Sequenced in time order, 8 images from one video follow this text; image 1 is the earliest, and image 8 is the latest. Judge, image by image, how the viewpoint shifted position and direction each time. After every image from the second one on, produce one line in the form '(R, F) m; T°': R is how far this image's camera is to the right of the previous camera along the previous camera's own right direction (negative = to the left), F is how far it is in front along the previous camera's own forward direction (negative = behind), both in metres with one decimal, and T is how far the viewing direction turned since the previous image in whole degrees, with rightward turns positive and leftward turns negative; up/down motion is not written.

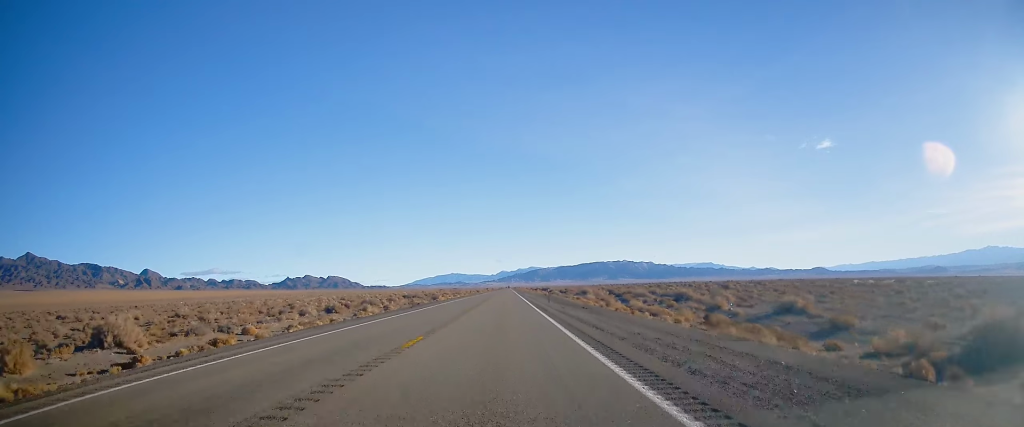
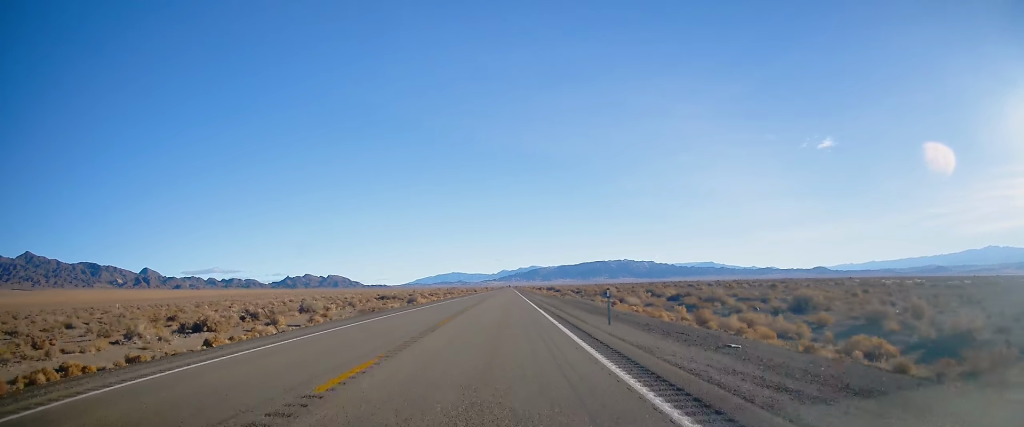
(0.0, +28.9) m; 0°
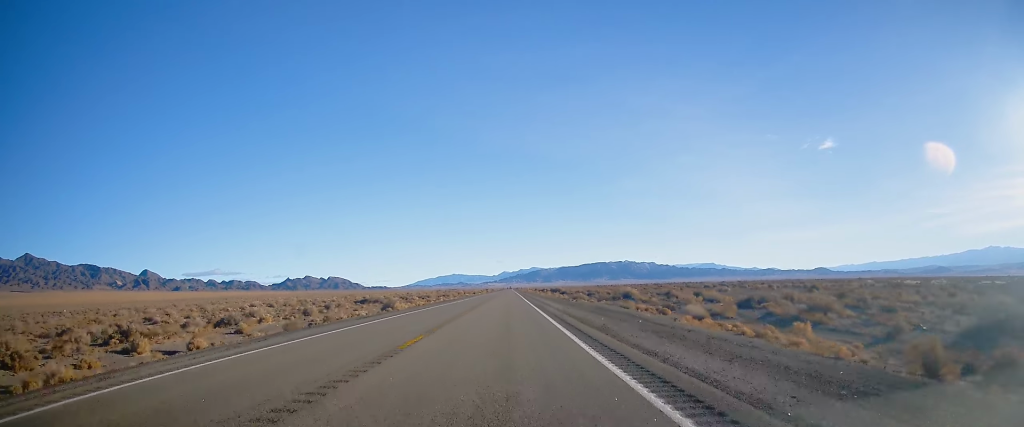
(+0.1, +18.7) m; 0°
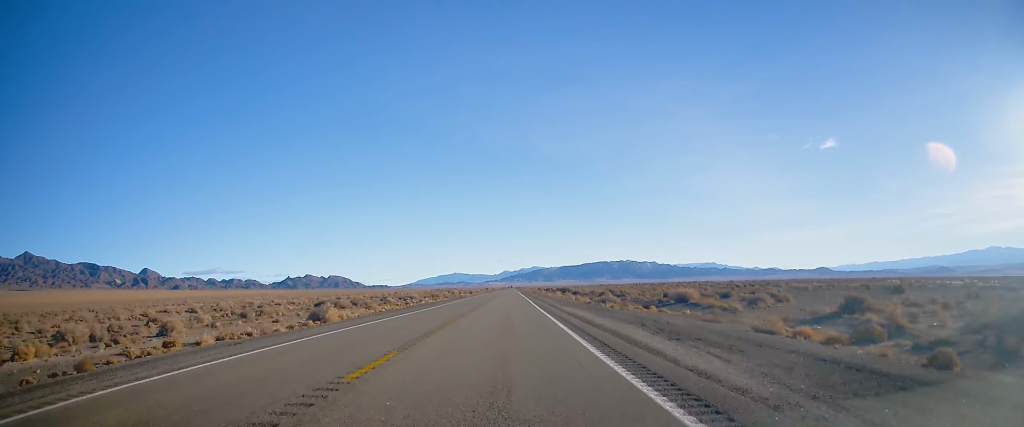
(-0.2, +28.0) m; 0°
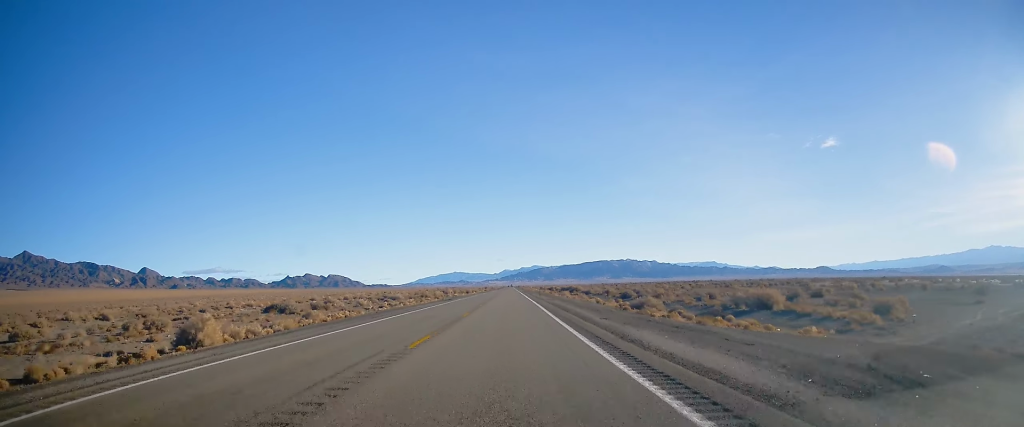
(-0.1, +20.0) m; 0°
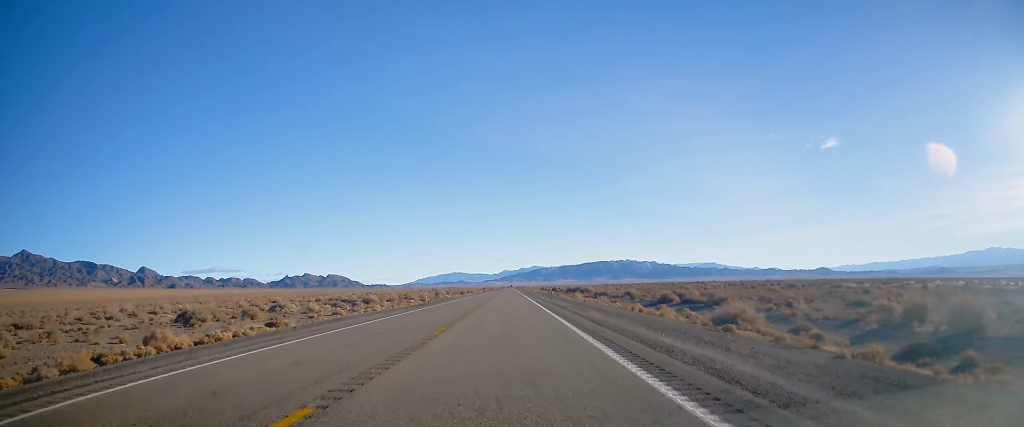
(+0.1, +21.2) m; 0°
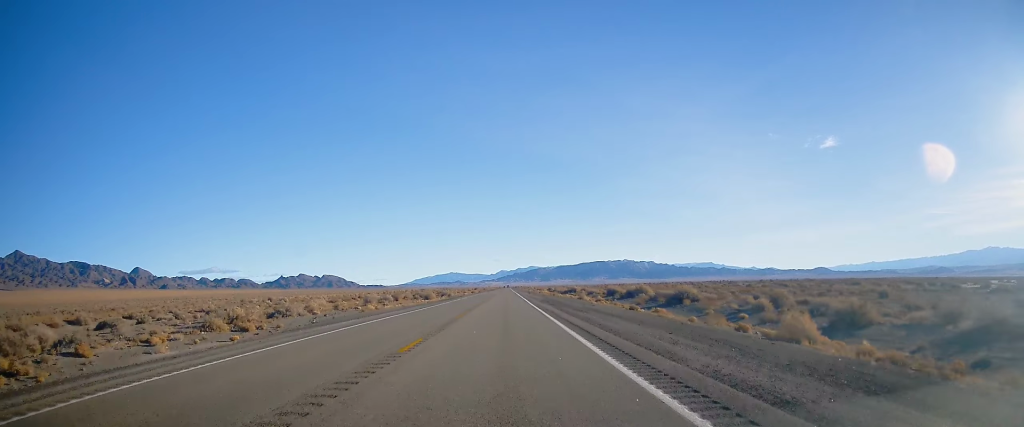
(+0.3, +77.2) m; 0°
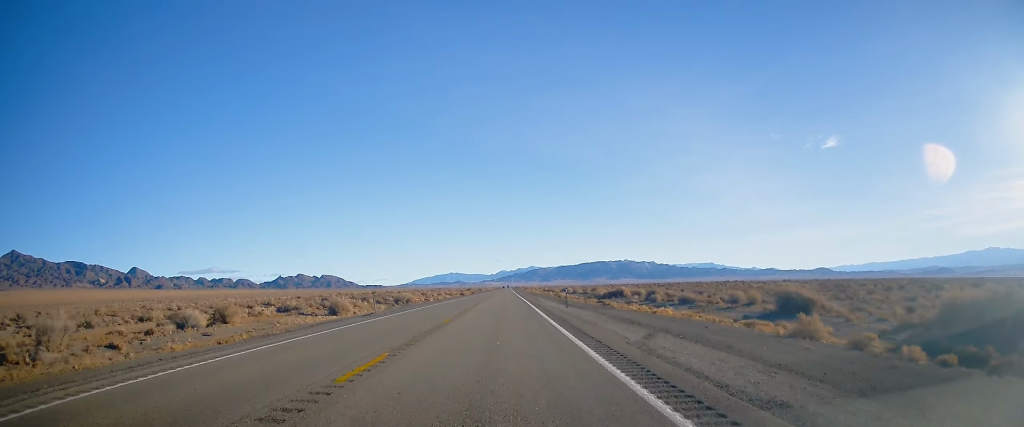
(-0.3, +63.4) m; 0°
